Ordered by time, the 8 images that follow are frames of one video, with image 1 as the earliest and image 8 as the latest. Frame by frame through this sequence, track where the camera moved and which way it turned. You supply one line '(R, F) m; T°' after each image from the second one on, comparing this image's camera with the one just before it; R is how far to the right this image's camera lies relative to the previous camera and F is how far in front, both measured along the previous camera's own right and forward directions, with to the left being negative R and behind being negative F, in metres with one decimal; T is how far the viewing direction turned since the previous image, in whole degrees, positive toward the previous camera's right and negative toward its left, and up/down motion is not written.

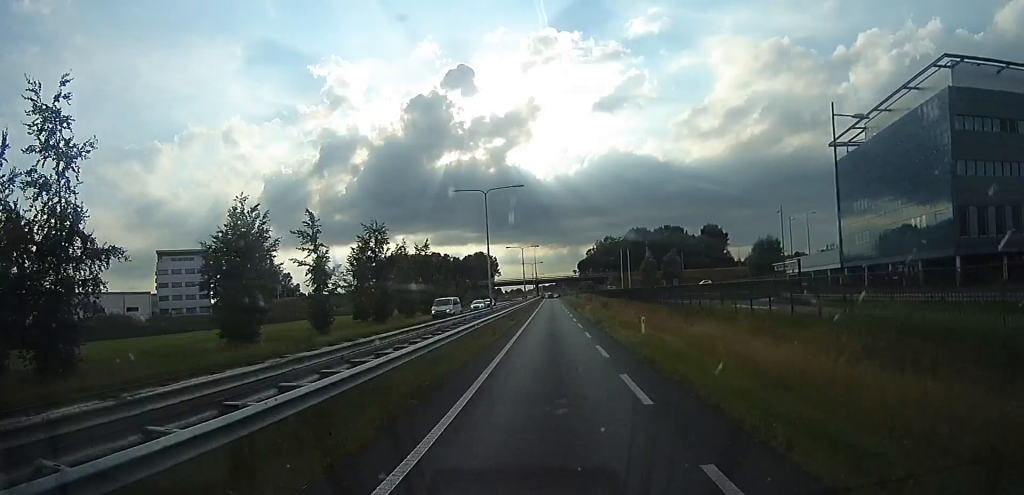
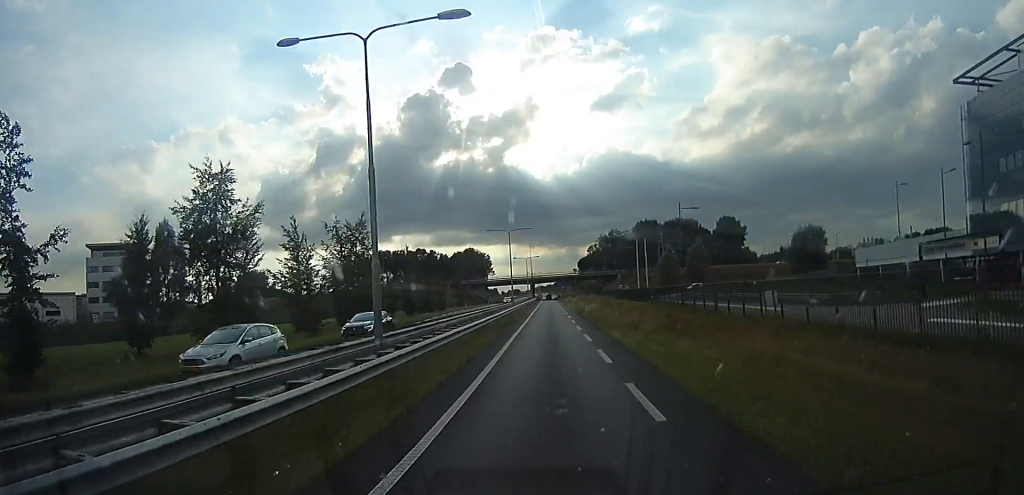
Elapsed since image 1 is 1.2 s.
(0.0, +24.9) m; 0°
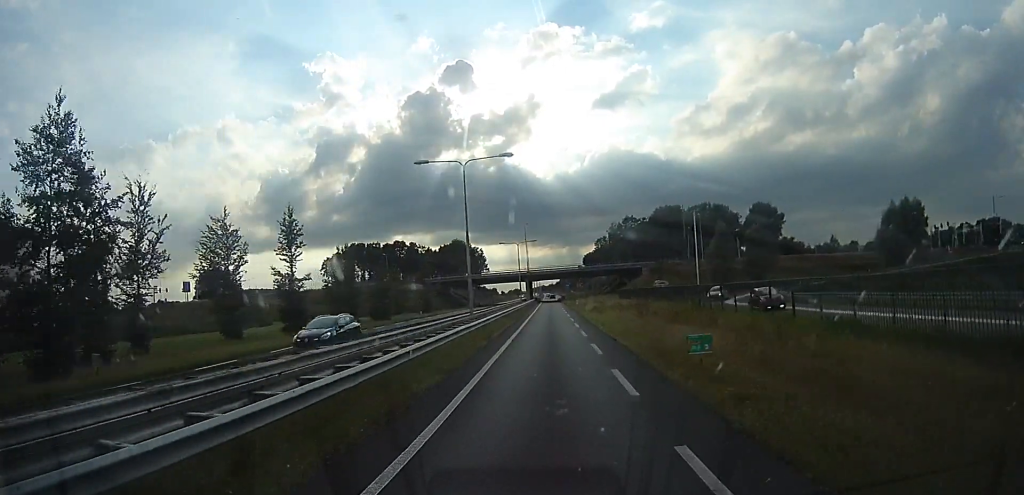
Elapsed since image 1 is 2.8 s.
(+0.3, +34.3) m; +3°
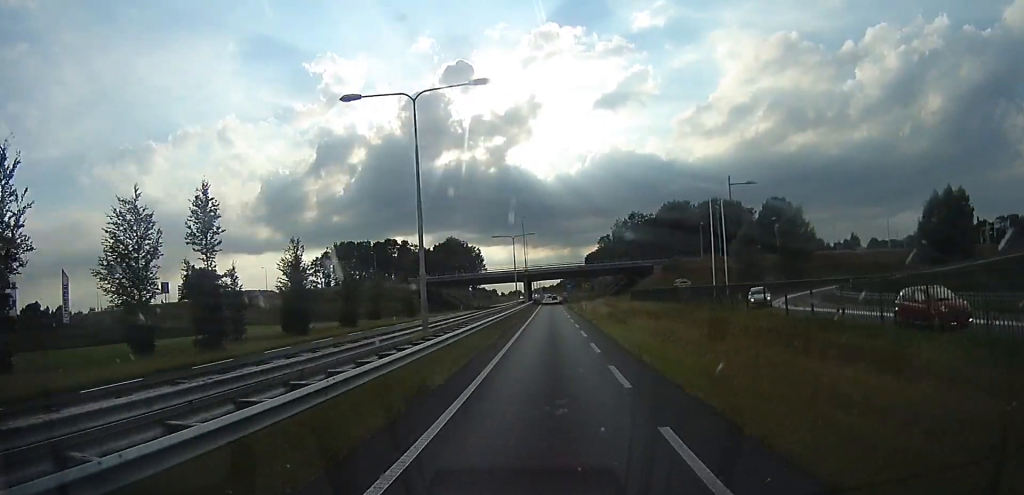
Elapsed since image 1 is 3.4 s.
(+0.3, +11.1) m; +1°
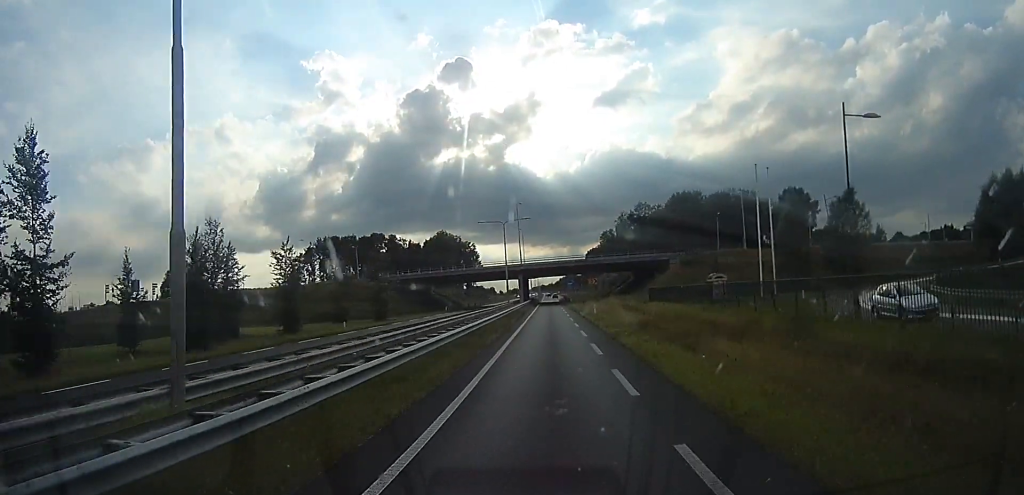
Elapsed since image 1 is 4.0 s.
(+0.1, +12.9) m; 0°
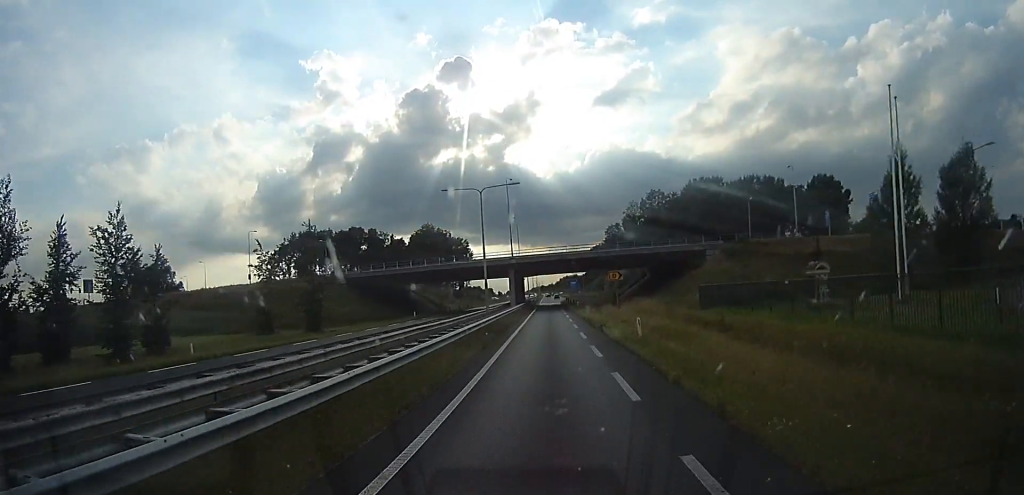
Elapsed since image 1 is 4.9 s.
(-0.1, +18.3) m; -2°
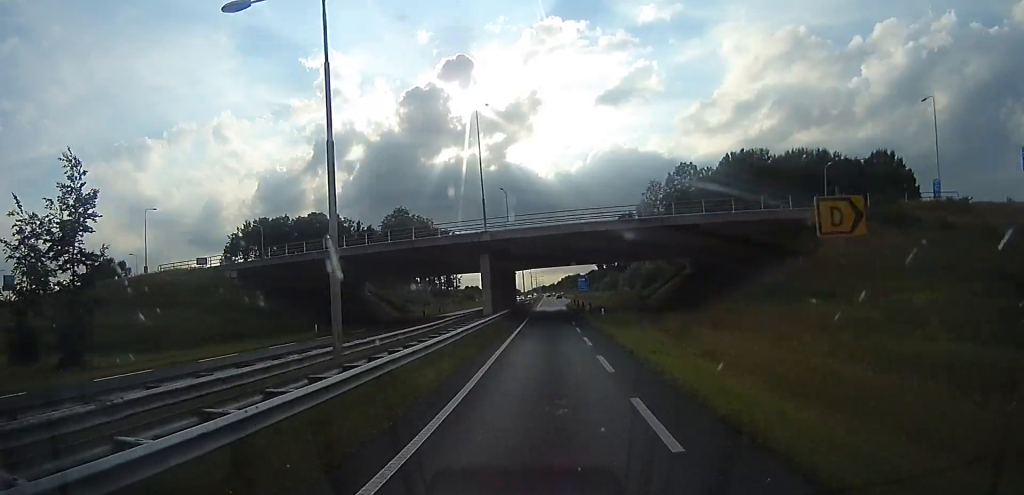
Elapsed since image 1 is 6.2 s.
(-0.8, +26.5) m; -1°
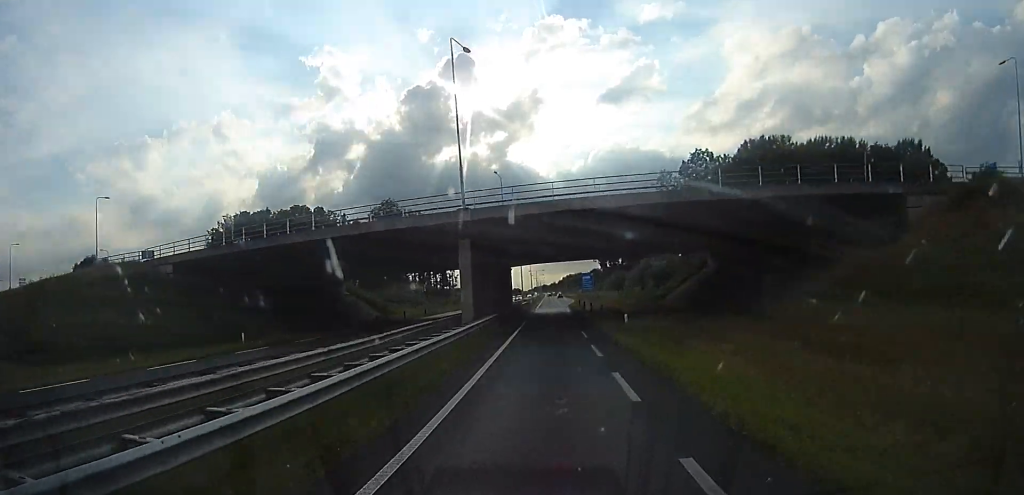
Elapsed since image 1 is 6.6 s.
(-0.1, +9.2) m; +1°
